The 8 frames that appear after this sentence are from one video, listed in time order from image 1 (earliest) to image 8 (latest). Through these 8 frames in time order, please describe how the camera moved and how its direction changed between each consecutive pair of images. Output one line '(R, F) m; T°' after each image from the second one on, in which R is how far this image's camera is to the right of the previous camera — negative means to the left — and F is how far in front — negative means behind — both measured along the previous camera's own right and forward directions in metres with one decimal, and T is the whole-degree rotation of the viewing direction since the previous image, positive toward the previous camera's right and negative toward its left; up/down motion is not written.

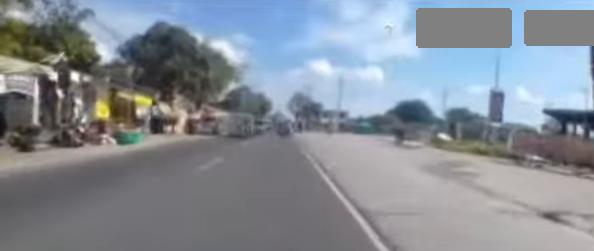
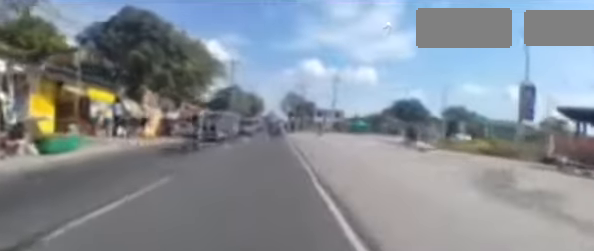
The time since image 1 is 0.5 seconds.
(0.0, +3.7) m; -1°
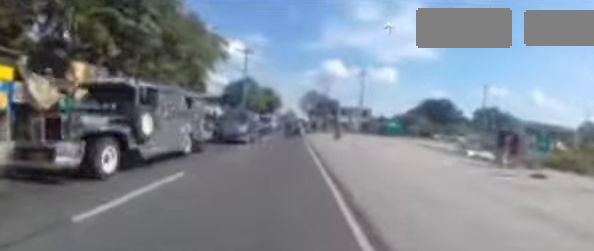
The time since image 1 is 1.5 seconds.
(-0.2, +8.4) m; -4°
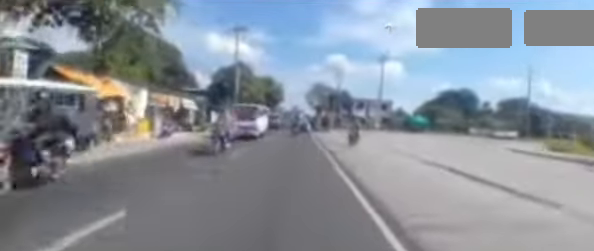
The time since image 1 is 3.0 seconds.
(-0.5, +12.1) m; -2°
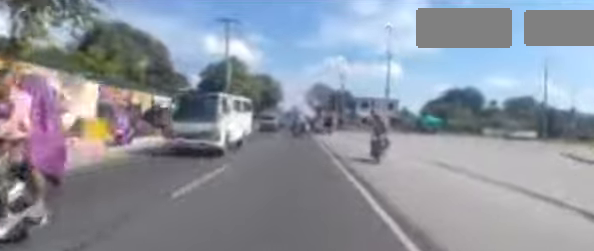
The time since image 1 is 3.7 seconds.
(0.0, +5.2) m; 0°
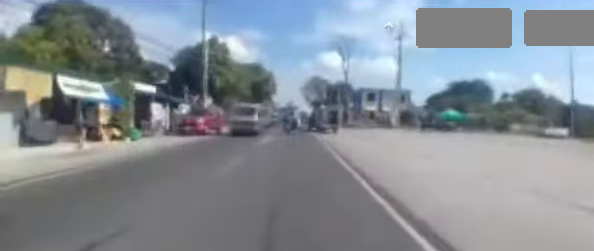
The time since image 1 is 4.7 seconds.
(0.0, +7.6) m; 0°
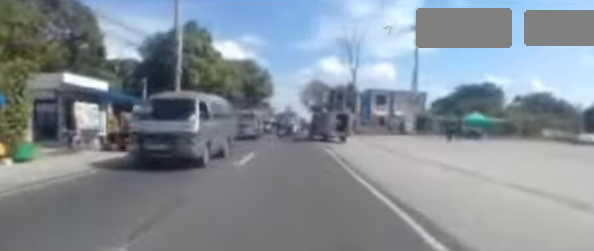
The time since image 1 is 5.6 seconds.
(0.0, +6.7) m; -2°
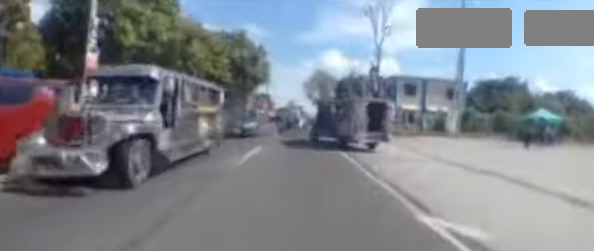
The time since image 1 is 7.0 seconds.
(-0.6, +10.0) m; -3°
